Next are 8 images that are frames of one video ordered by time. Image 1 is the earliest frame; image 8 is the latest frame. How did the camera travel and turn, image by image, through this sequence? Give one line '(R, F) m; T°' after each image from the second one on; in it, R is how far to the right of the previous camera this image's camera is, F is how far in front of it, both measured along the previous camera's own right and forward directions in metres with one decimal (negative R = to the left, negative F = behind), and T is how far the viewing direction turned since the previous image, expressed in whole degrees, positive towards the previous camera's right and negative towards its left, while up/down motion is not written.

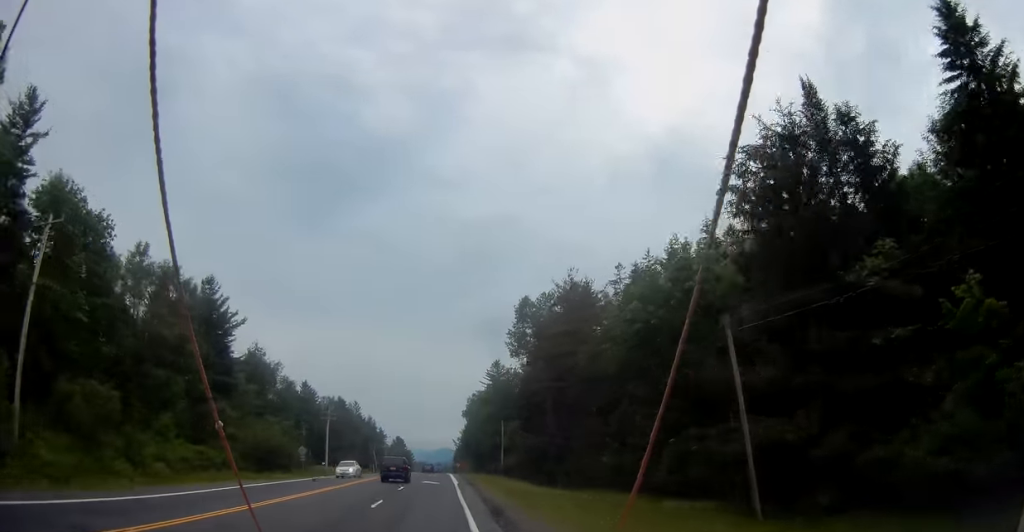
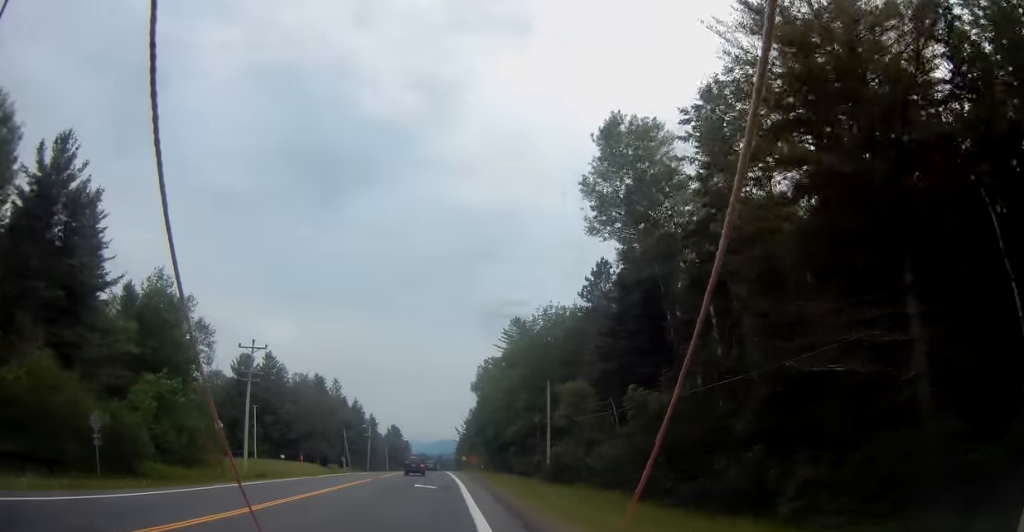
(-0.1, +41.2) m; 0°
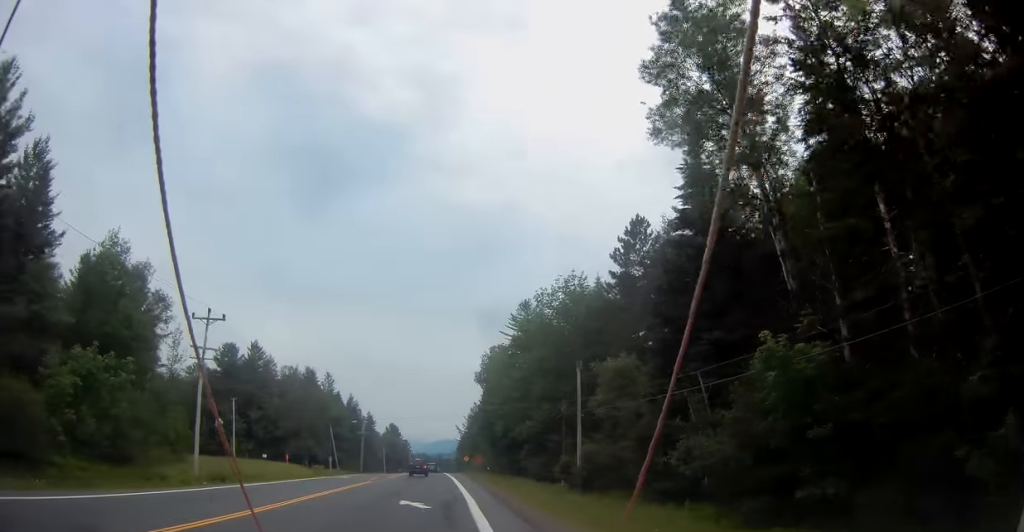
(0.0, +11.9) m; -1°
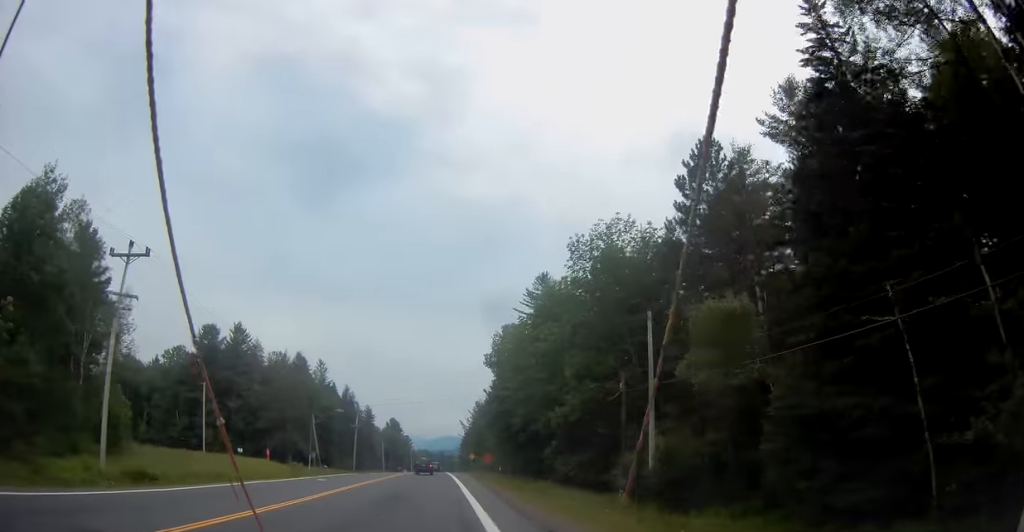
(-0.1, +14.2) m; 0°
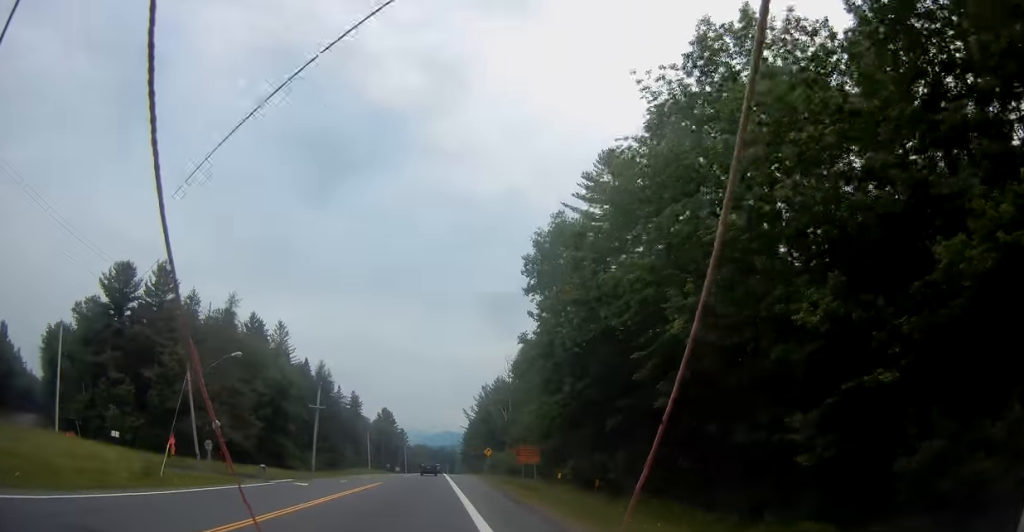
(+0.2, +36.7) m; +1°
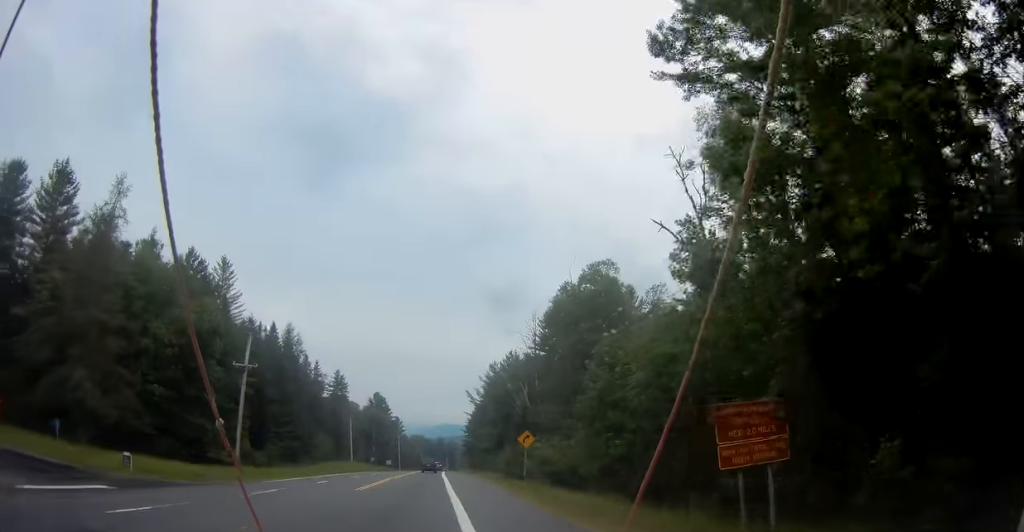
(-0.1, +30.3) m; -1°
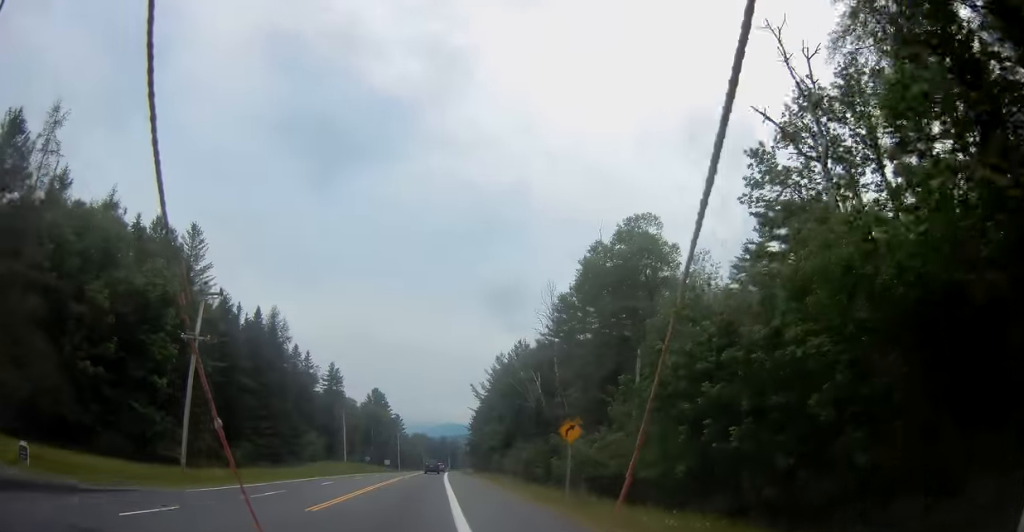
(-0.1, +11.7) m; 0°
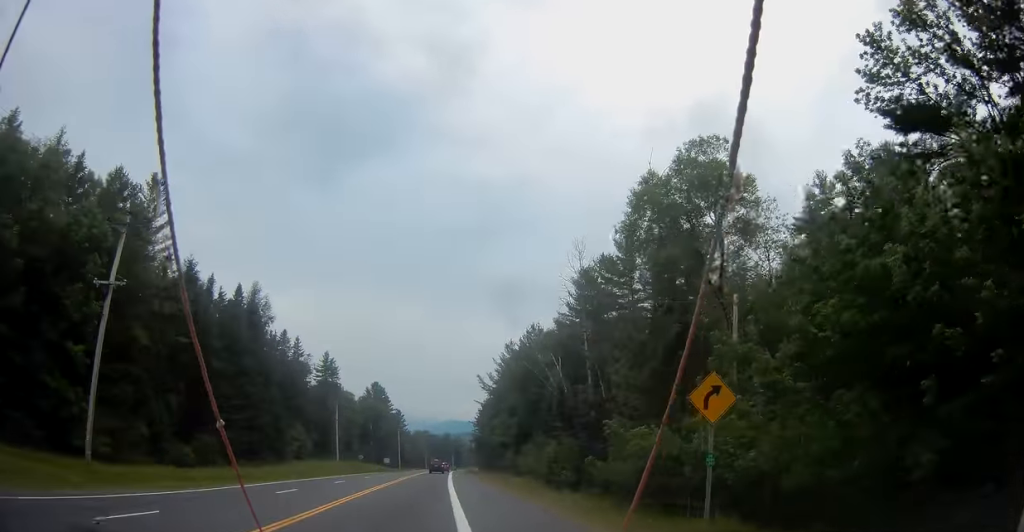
(0.0, +12.7) m; 0°
